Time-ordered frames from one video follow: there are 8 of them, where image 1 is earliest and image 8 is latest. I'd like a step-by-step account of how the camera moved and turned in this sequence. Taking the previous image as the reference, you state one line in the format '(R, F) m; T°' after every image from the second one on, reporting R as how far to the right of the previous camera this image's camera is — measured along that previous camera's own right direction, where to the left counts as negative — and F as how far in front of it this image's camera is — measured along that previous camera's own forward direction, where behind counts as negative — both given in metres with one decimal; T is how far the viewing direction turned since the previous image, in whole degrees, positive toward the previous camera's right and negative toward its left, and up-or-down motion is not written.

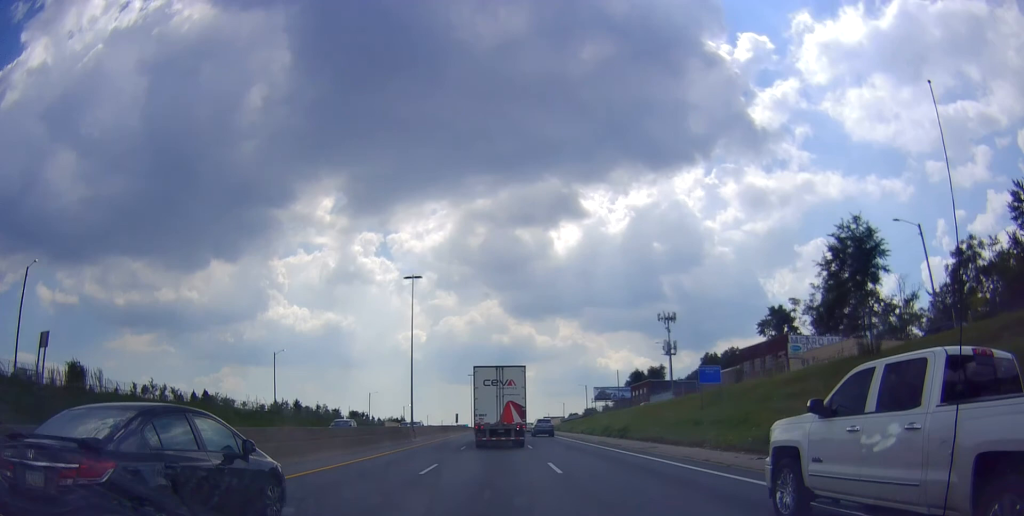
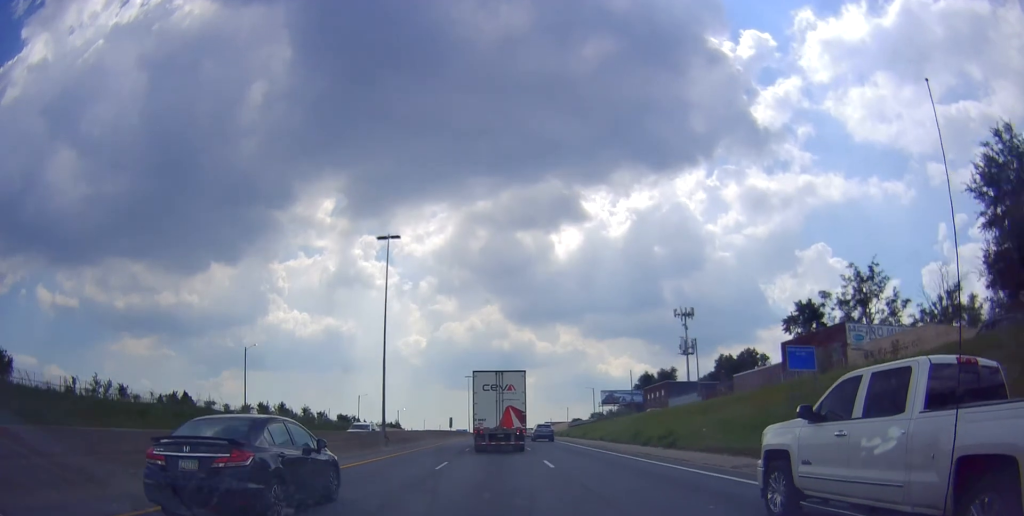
(-0.1, +11.9) m; -1°
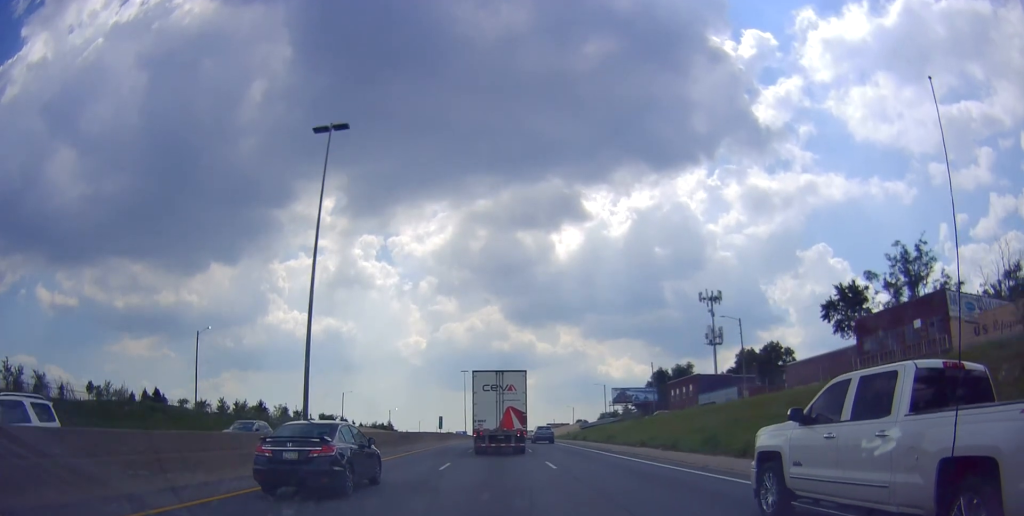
(-0.2, +15.0) m; -1°
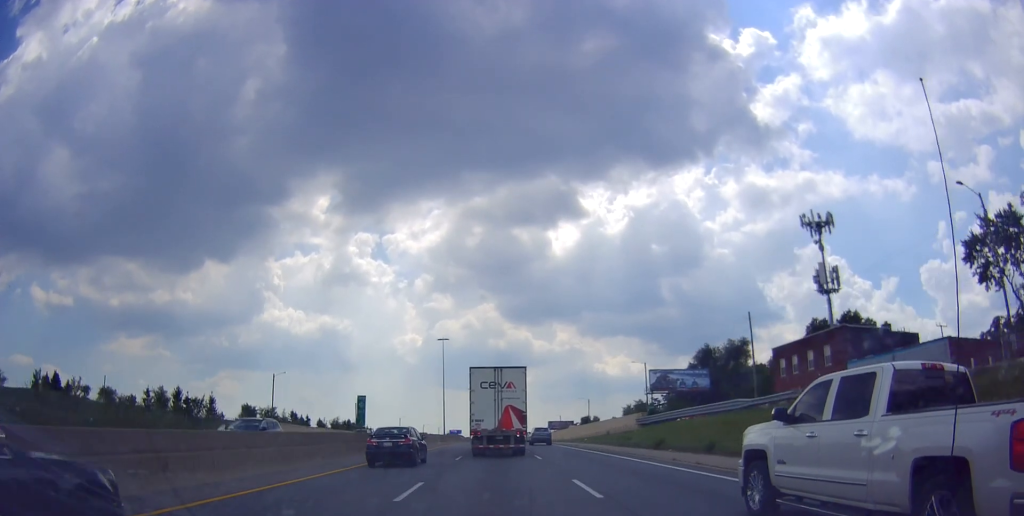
(+0.4, +38.6) m; +2°
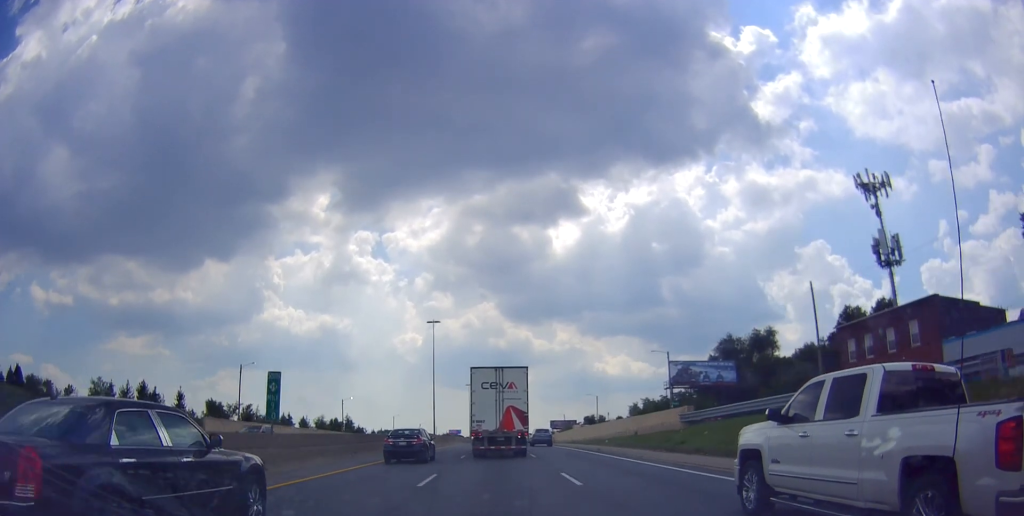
(0.0, +12.3) m; +1°
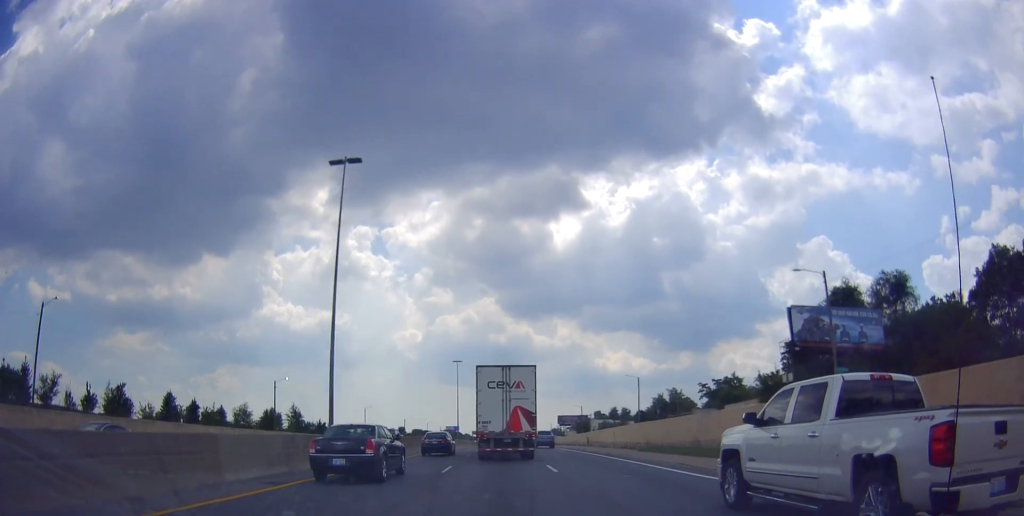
(-0.6, +40.3) m; -1°
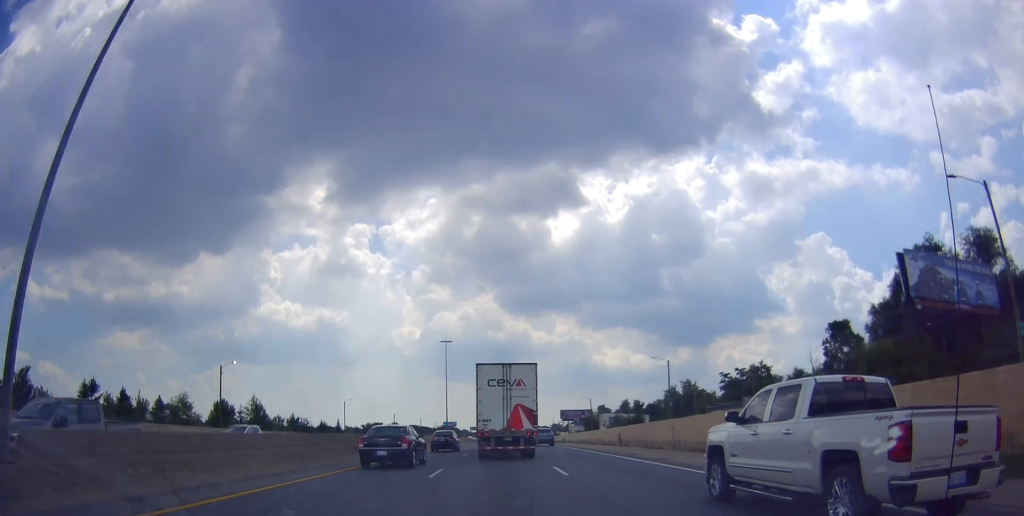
(+0.4, +18.0) m; +1°
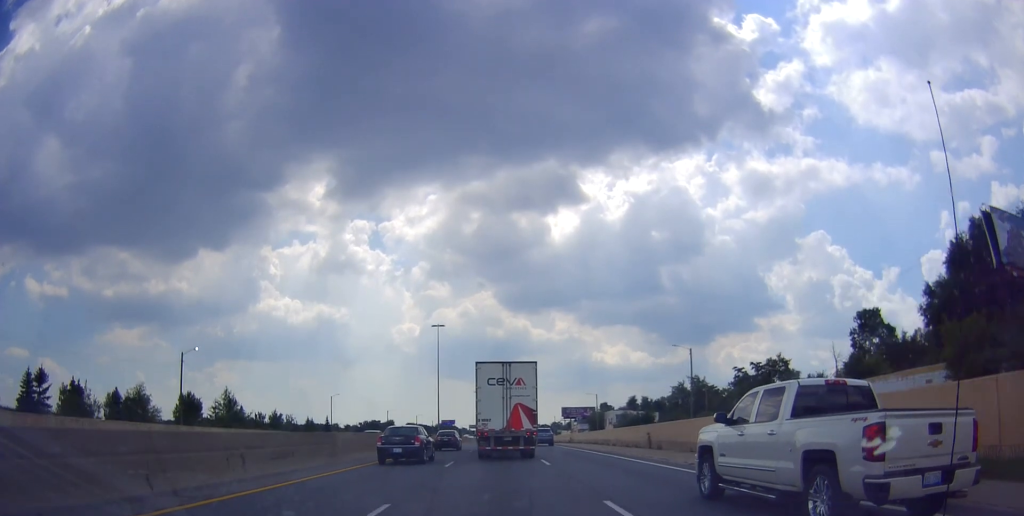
(+0.2, +9.8) m; 0°
